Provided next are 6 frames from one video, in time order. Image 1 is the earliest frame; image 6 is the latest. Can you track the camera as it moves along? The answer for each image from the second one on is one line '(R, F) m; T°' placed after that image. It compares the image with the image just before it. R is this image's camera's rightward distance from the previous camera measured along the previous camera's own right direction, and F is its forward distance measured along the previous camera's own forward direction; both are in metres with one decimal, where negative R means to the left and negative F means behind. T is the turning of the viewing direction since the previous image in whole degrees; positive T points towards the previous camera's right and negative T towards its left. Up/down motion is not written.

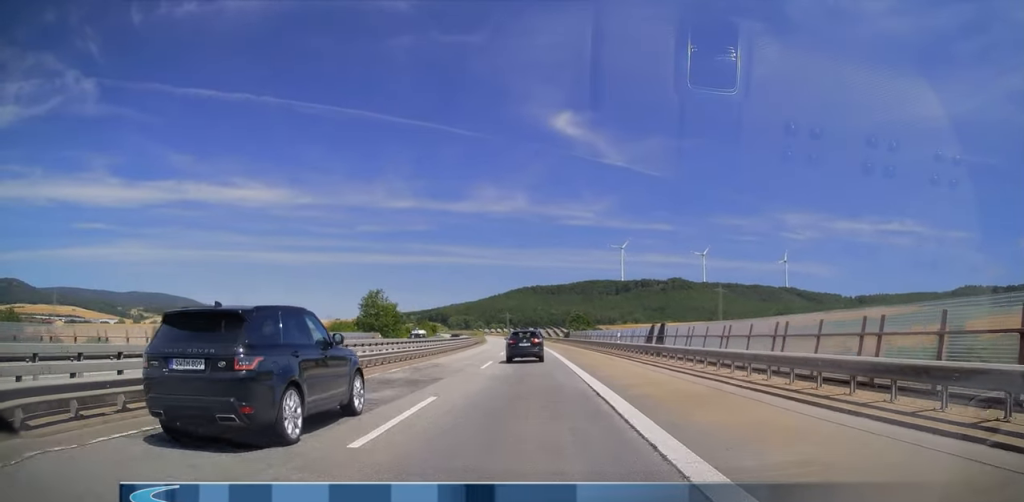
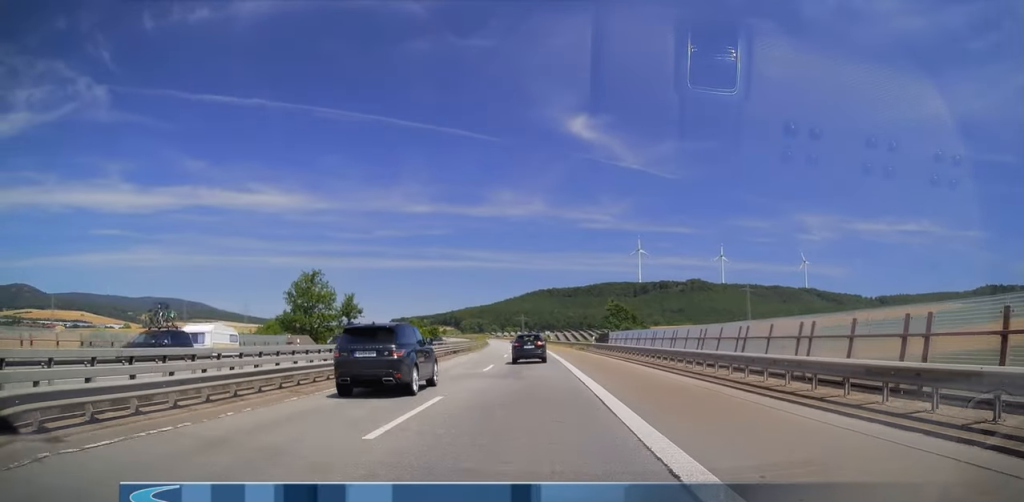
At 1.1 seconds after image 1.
(0.0, +34.6) m; 0°
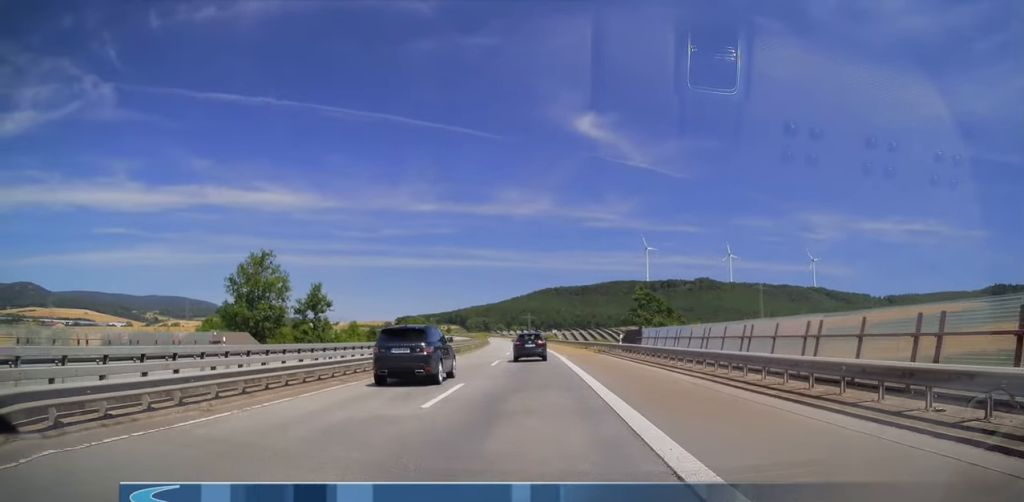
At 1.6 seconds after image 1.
(0.0, +14.6) m; -1°
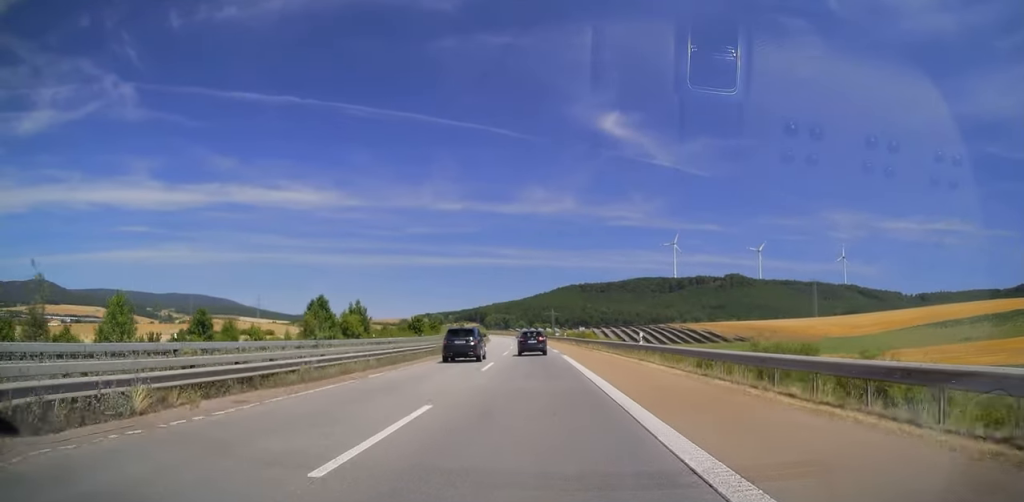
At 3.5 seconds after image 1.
(-2.7, +60.2) m; -5°
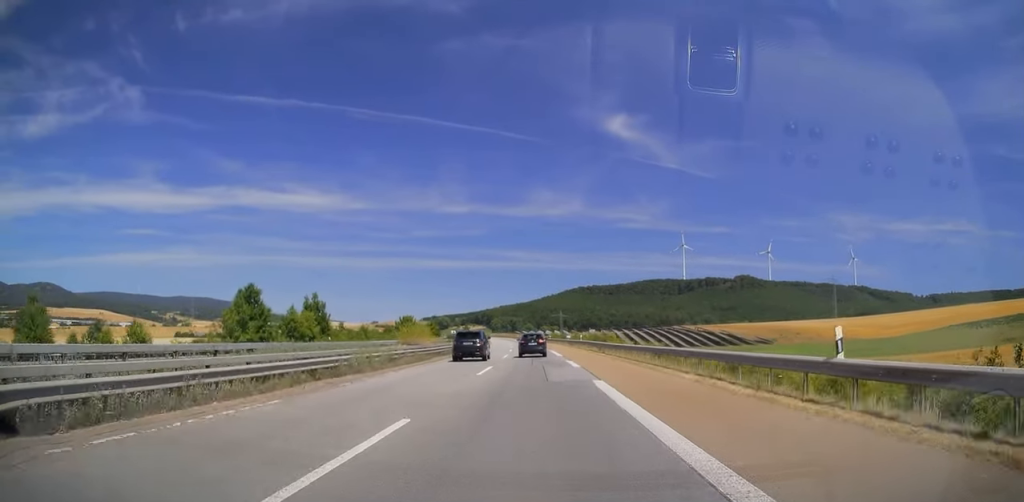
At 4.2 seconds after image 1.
(-0.3, +19.7) m; -1°
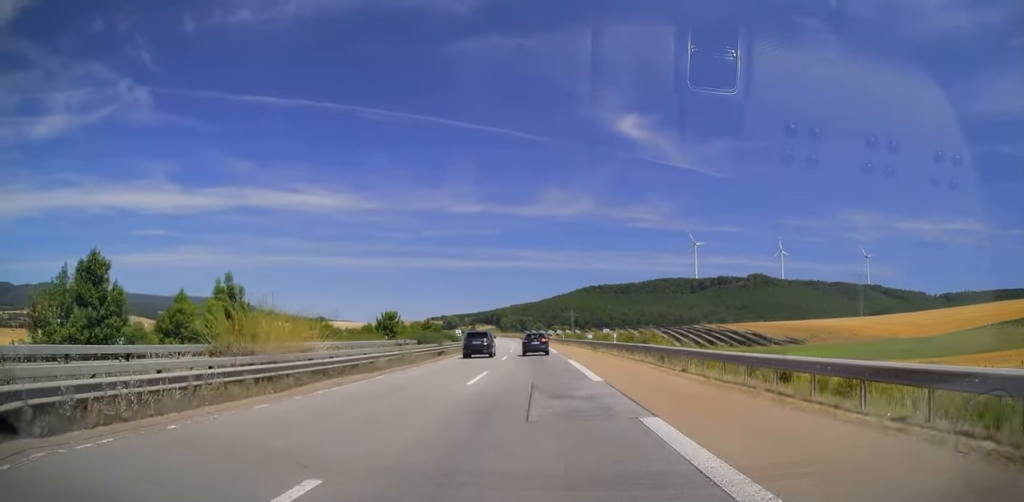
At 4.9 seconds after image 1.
(0.0, +22.2) m; -1°
